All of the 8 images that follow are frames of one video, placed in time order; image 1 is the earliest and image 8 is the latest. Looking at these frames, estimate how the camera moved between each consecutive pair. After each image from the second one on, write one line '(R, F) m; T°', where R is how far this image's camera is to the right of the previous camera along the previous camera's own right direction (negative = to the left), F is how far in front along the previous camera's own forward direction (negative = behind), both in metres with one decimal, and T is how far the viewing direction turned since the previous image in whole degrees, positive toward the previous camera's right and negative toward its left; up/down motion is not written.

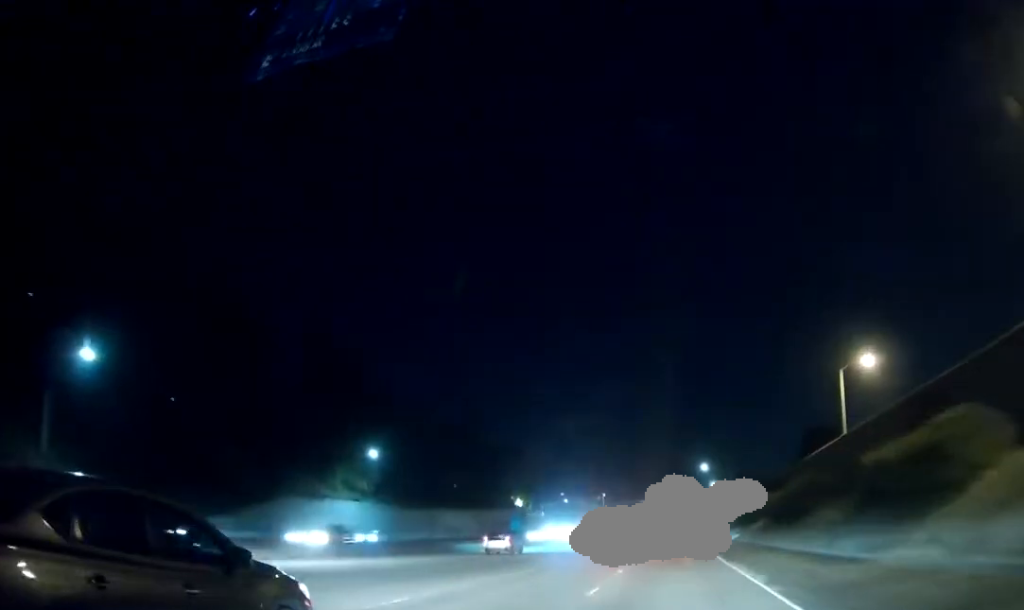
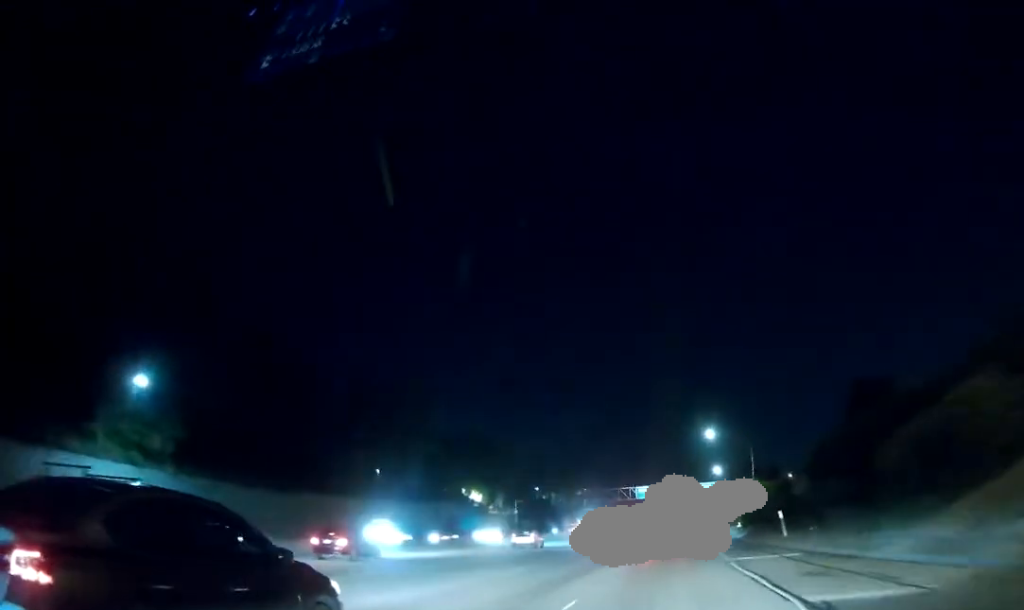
(-0.4, +47.5) m; -1°
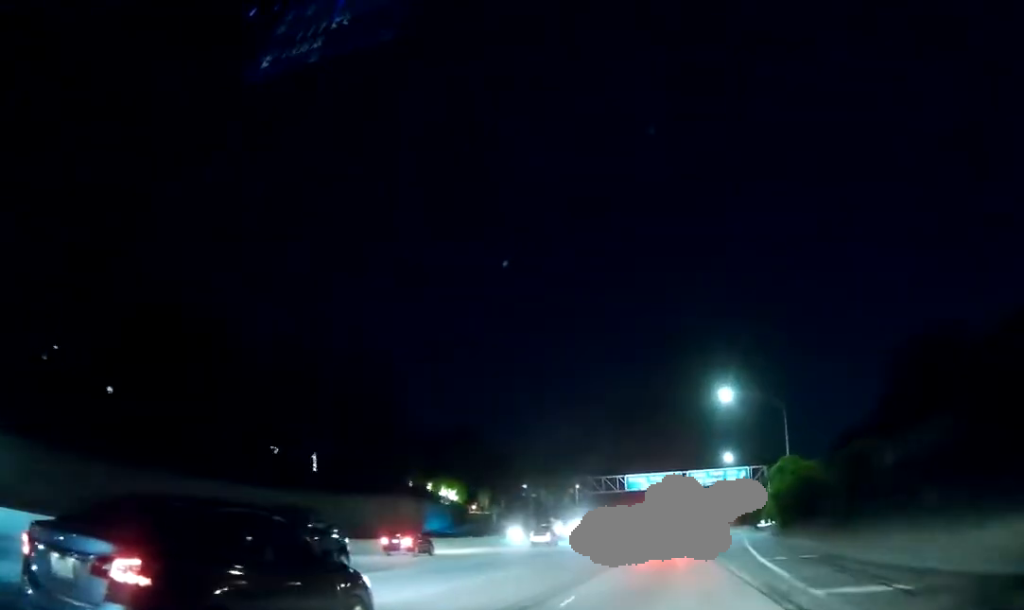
(-0.2, +28.8) m; 0°
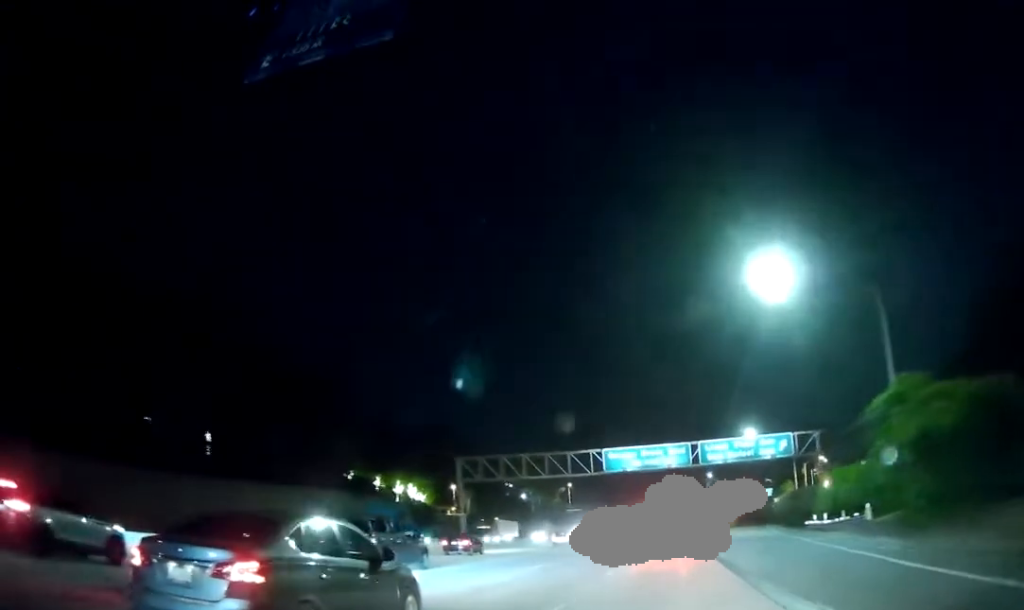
(+0.2, +31.7) m; 0°
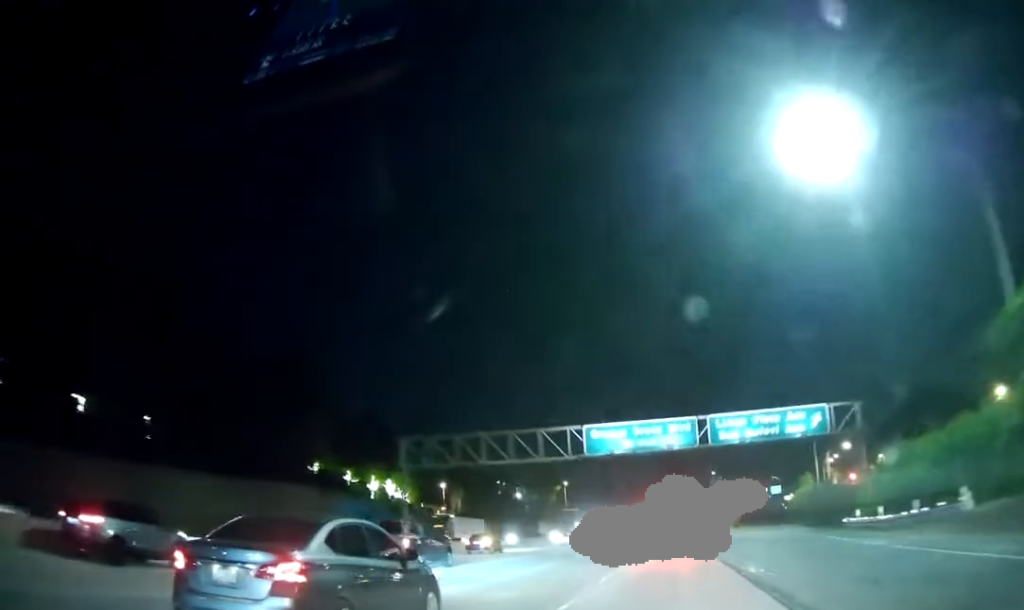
(0.0, +13.5) m; 0°
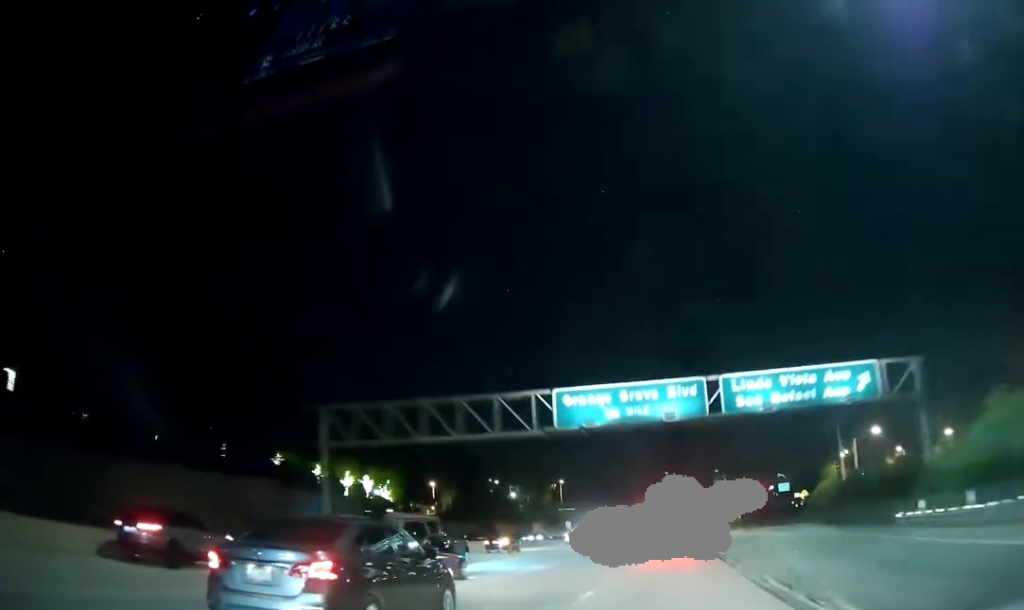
(-0.2, +11.2) m; 0°
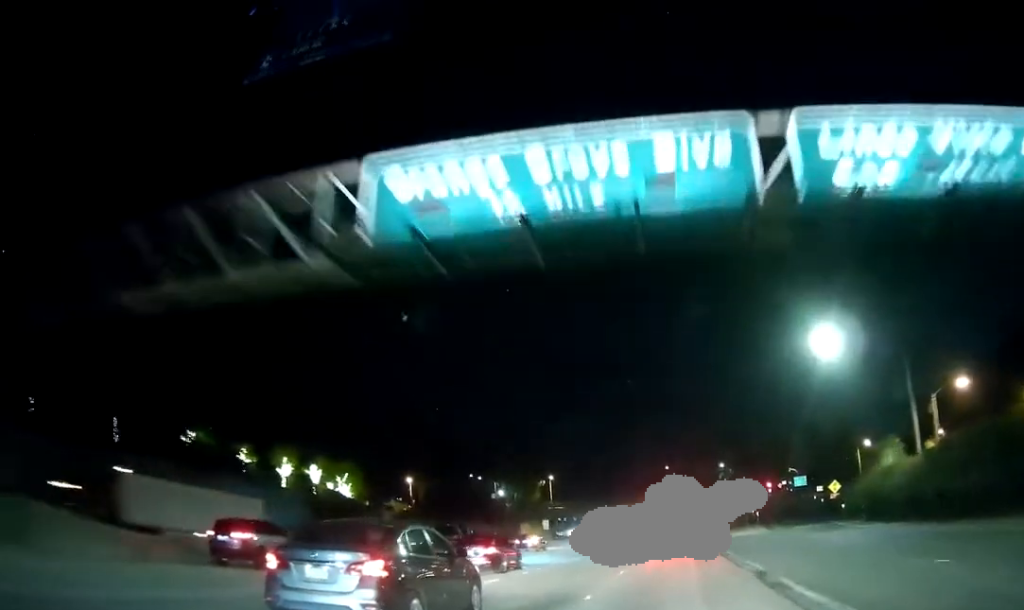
(+0.1, +21.7) m; 0°
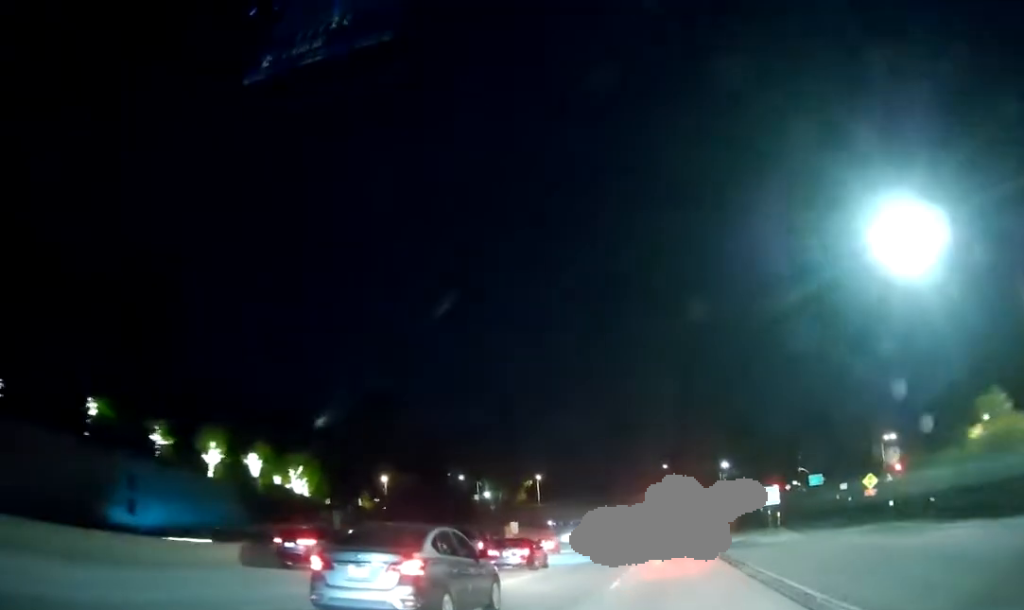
(+0.1, +18.6) m; 0°
